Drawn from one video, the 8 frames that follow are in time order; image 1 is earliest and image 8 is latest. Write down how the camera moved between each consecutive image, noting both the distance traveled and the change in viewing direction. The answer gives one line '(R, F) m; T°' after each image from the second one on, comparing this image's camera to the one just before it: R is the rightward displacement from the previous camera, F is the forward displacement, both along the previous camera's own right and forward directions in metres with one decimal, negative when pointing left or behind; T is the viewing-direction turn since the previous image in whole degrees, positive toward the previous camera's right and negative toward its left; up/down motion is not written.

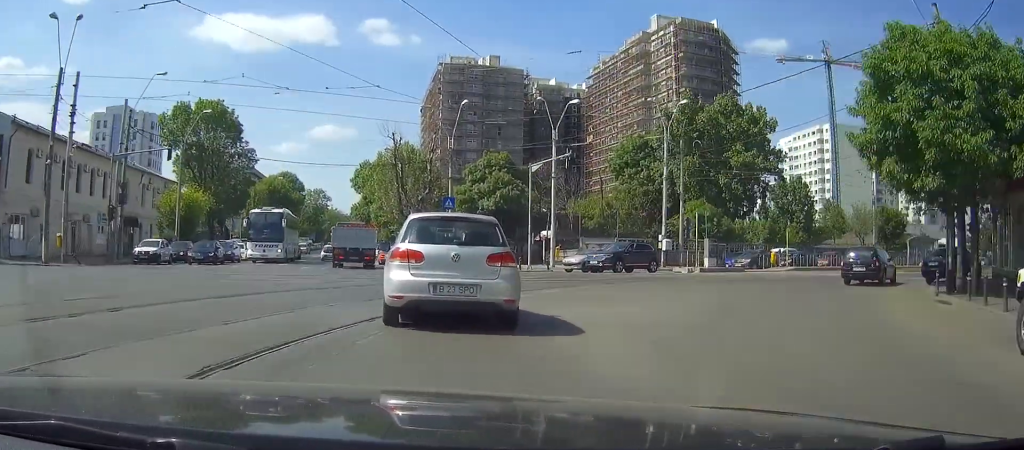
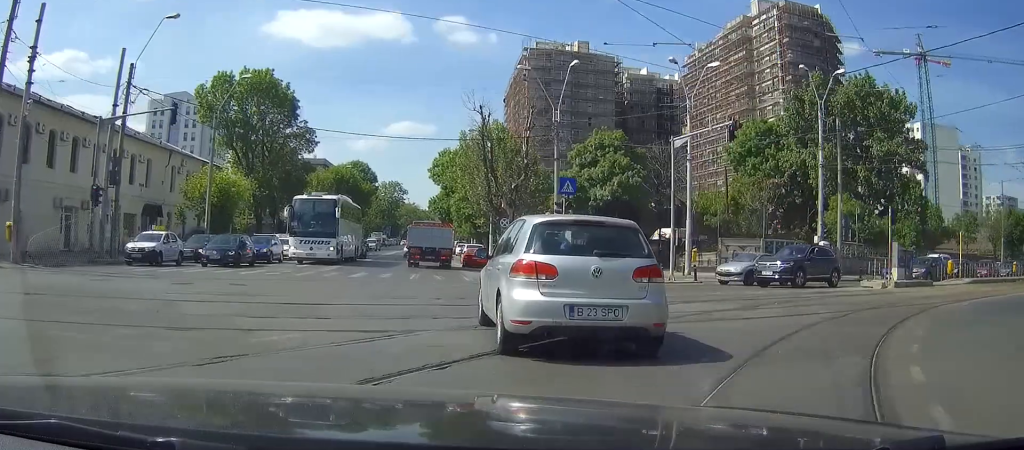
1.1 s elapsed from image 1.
(-0.1, +11.8) m; -2°
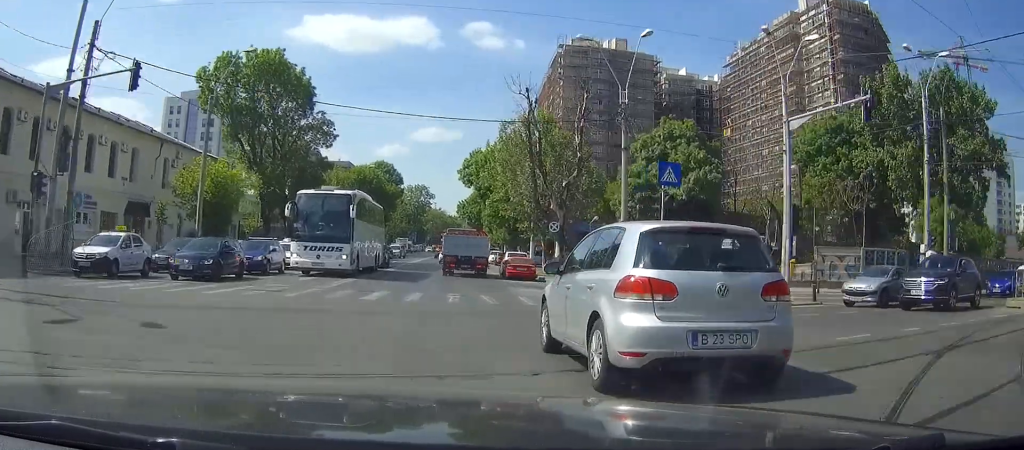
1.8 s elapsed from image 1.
(-0.2, +7.8) m; -2°
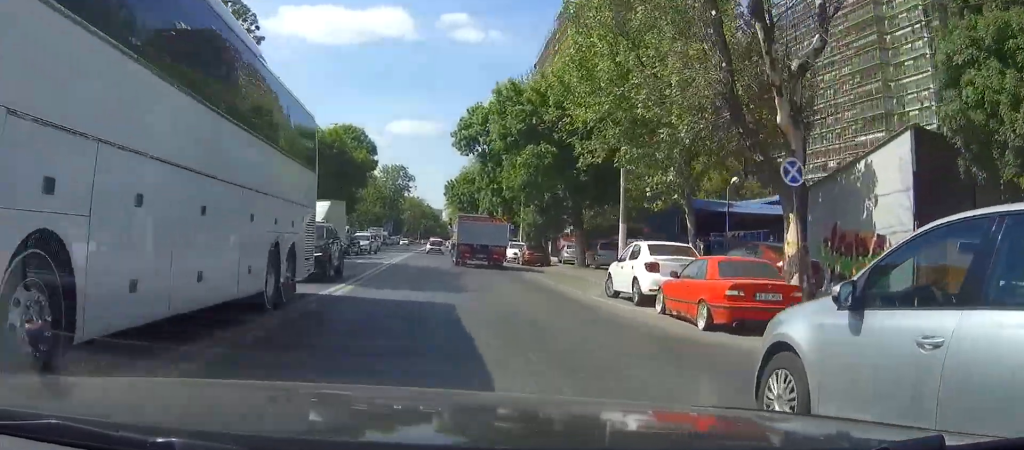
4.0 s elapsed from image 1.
(-1.4, +26.9) m; -5°
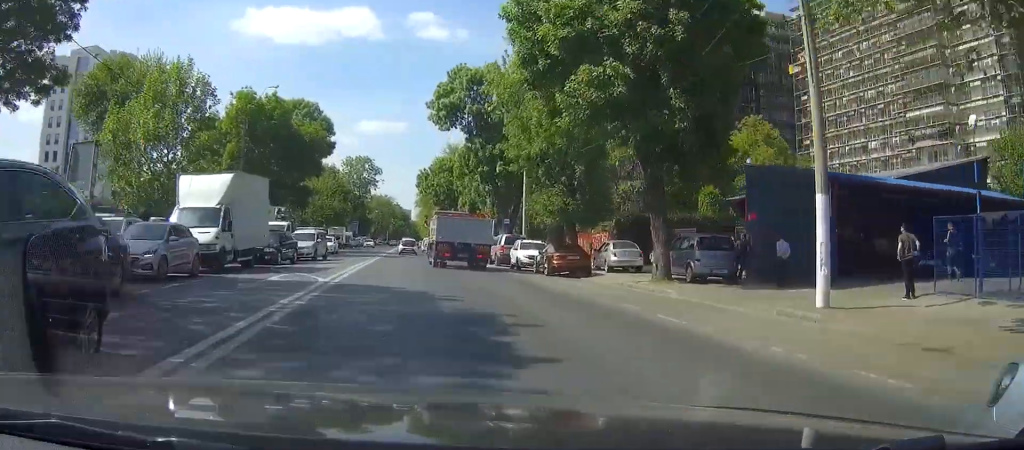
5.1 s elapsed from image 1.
(+0.1, +16.3) m; +2°
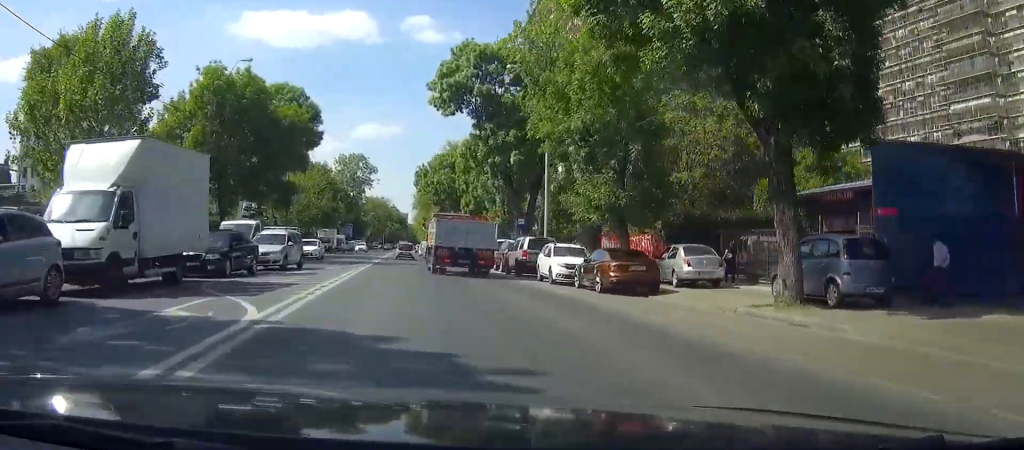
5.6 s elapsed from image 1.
(+0.2, +8.3) m; +1°
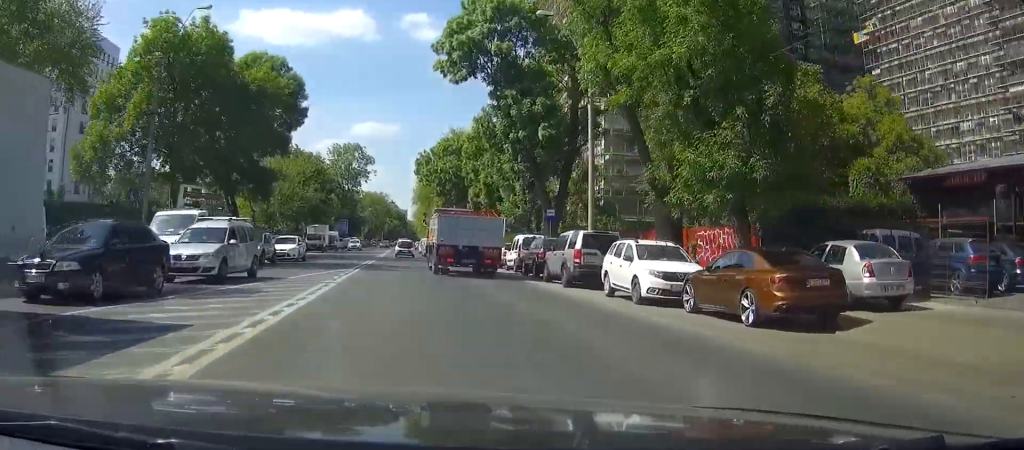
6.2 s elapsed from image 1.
(+0.1, +9.5) m; +1°
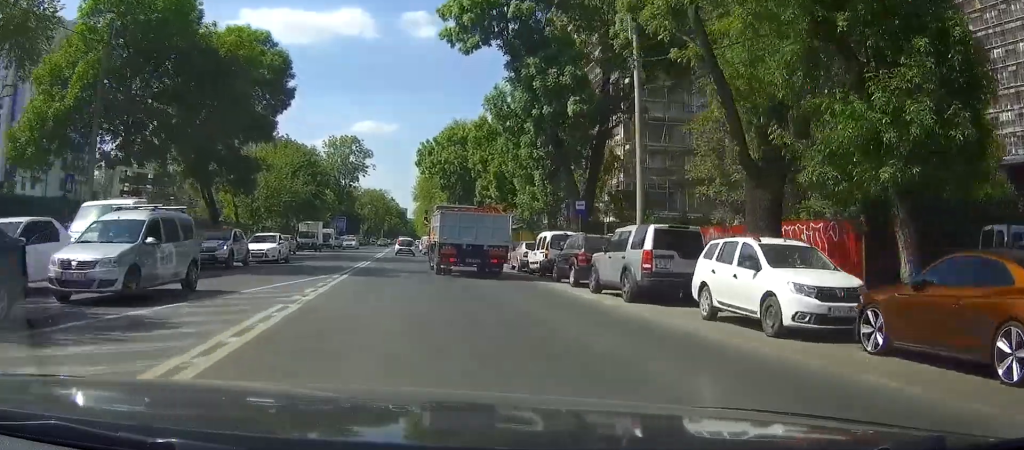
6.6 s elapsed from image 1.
(0.0, +6.4) m; 0°
